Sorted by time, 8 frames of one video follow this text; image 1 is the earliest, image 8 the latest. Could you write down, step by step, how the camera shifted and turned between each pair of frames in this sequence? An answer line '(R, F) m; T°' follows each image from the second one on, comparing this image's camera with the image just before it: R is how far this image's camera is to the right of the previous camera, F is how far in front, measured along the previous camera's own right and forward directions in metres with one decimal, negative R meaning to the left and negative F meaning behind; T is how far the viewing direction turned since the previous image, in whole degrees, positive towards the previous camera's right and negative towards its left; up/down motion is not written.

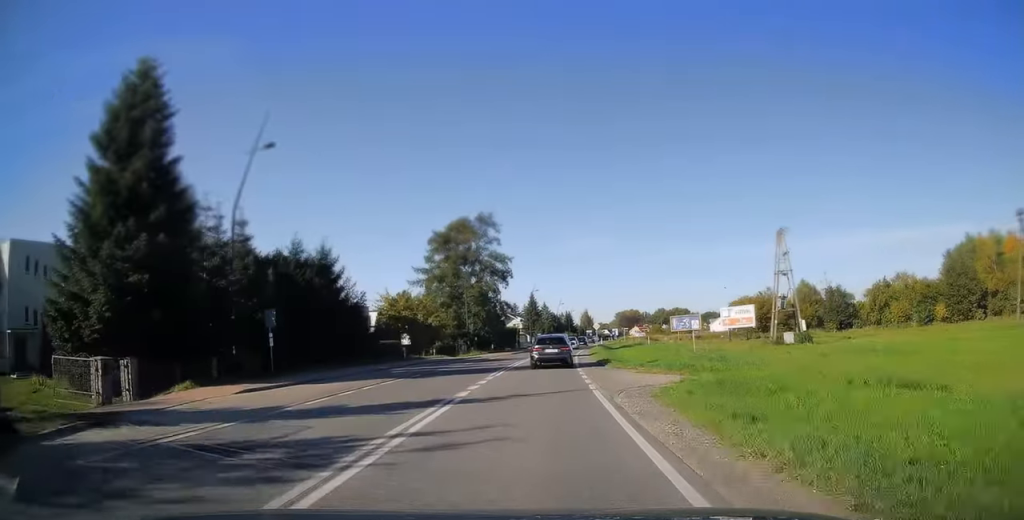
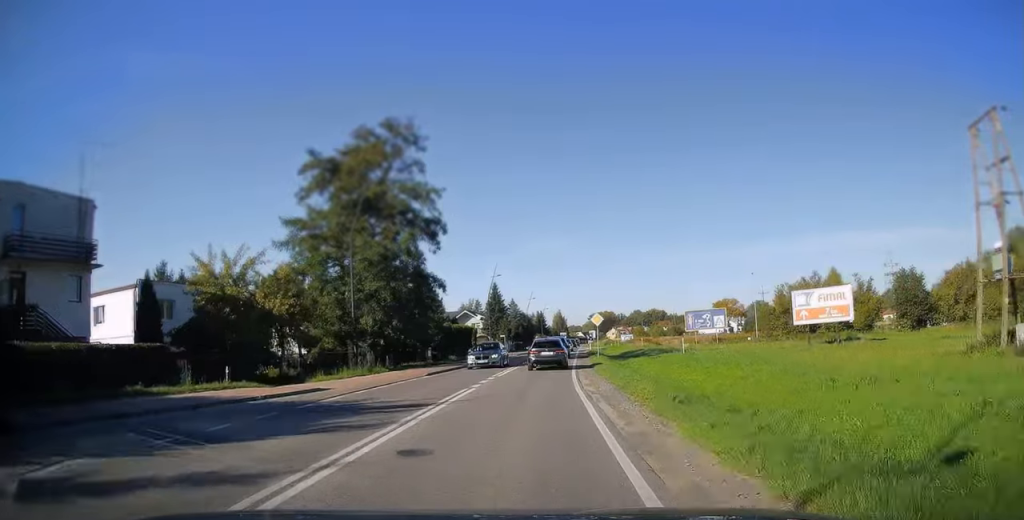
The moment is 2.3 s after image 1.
(+0.9, +30.7) m; +3°
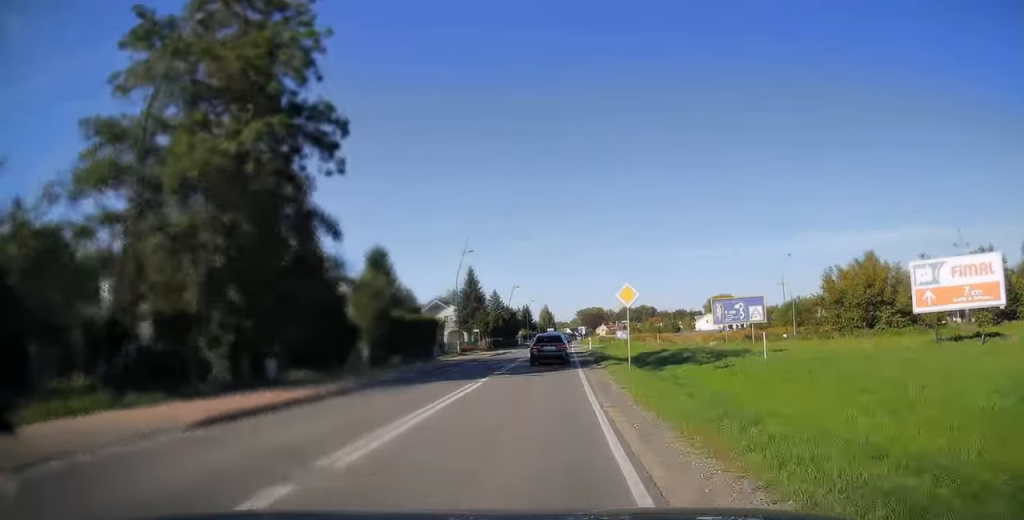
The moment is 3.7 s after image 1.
(+0.2, +17.9) m; +1°
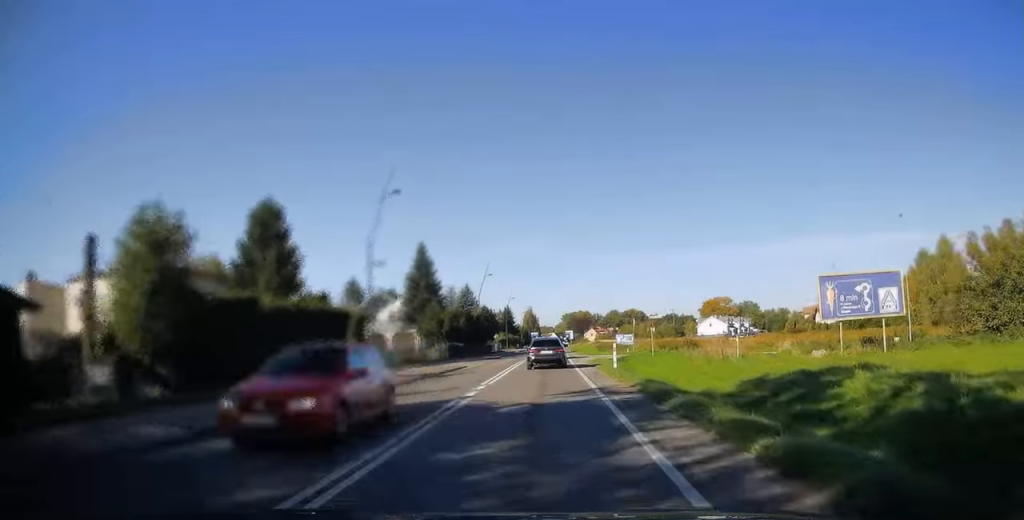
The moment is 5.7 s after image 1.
(+0.3, +25.8) m; +1°
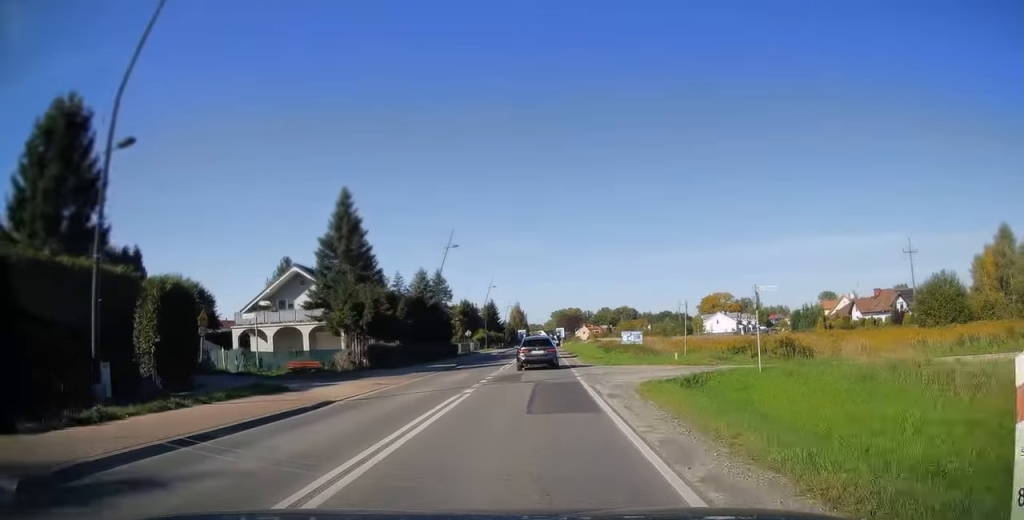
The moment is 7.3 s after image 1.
(+0.3, +21.5) m; +1°
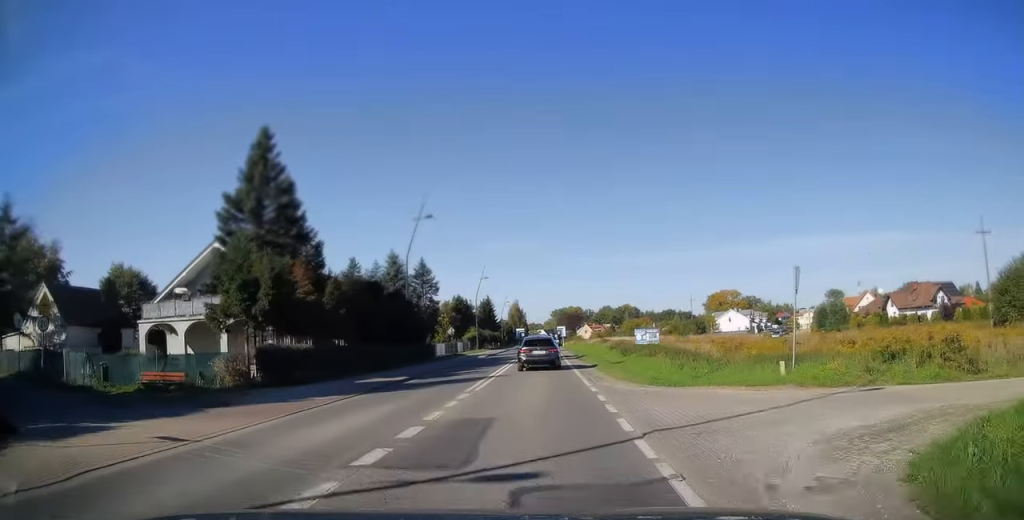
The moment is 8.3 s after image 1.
(+0.1, +12.8) m; 0°
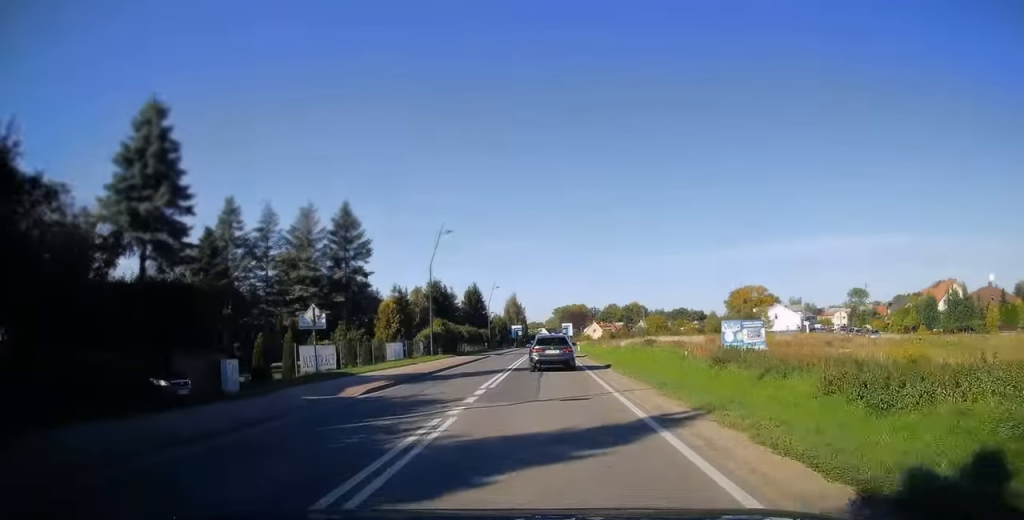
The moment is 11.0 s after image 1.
(0.0, +36.0) m; 0°
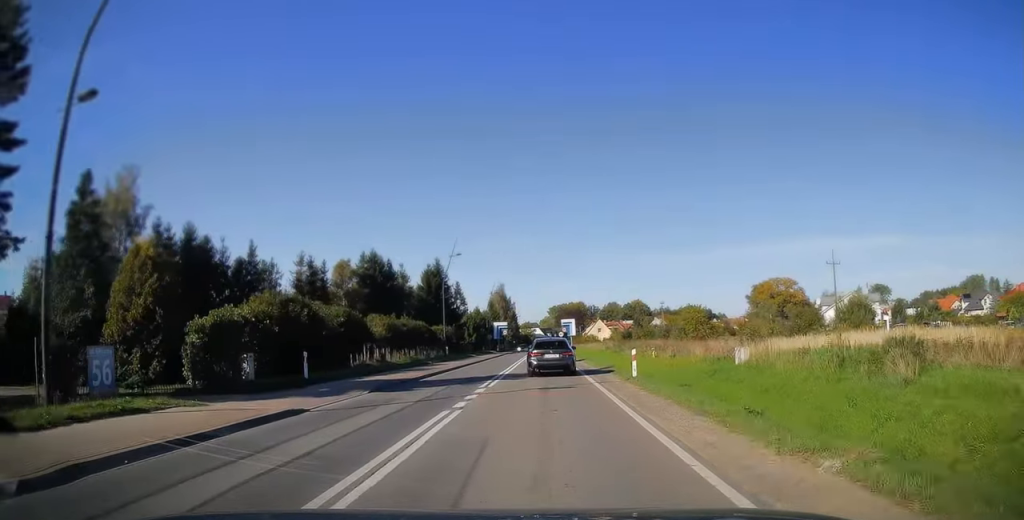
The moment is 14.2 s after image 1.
(+0.2, +39.9) m; +1°
